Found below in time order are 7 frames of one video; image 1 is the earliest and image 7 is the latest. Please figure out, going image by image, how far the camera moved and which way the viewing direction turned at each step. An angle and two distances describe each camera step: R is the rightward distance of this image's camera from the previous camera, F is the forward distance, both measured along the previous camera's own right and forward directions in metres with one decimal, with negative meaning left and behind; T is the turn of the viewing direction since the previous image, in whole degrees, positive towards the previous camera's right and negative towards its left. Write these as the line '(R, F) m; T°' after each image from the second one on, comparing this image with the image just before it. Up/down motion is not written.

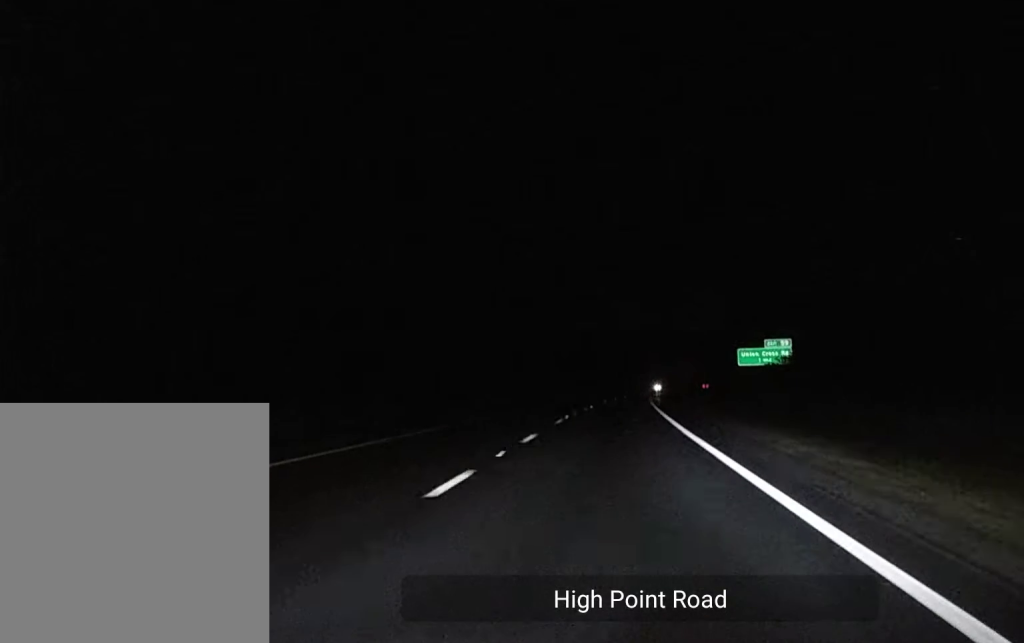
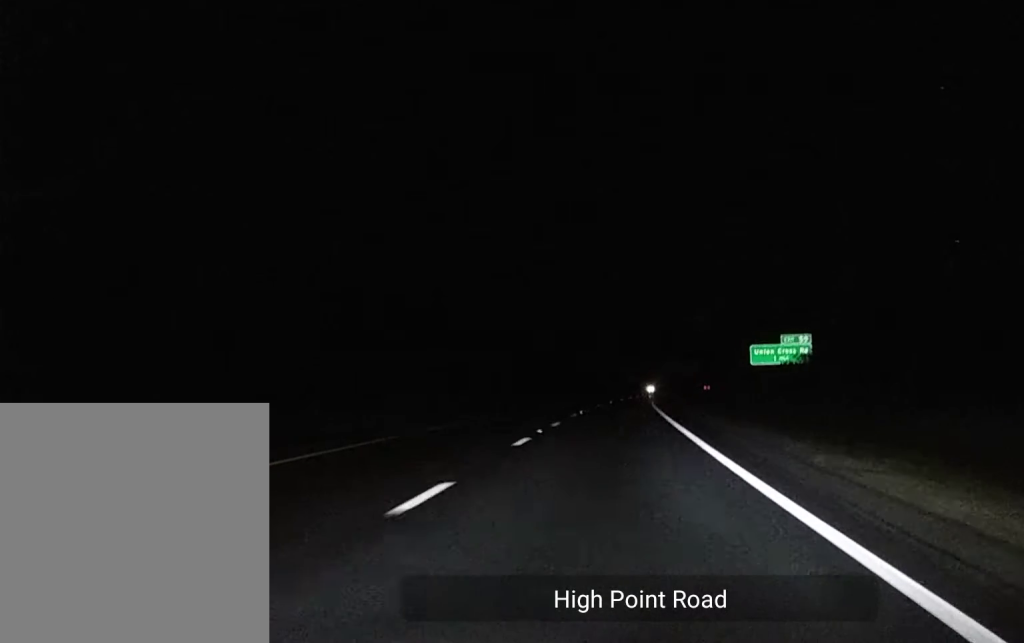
(0.0, +11.4) m; 0°
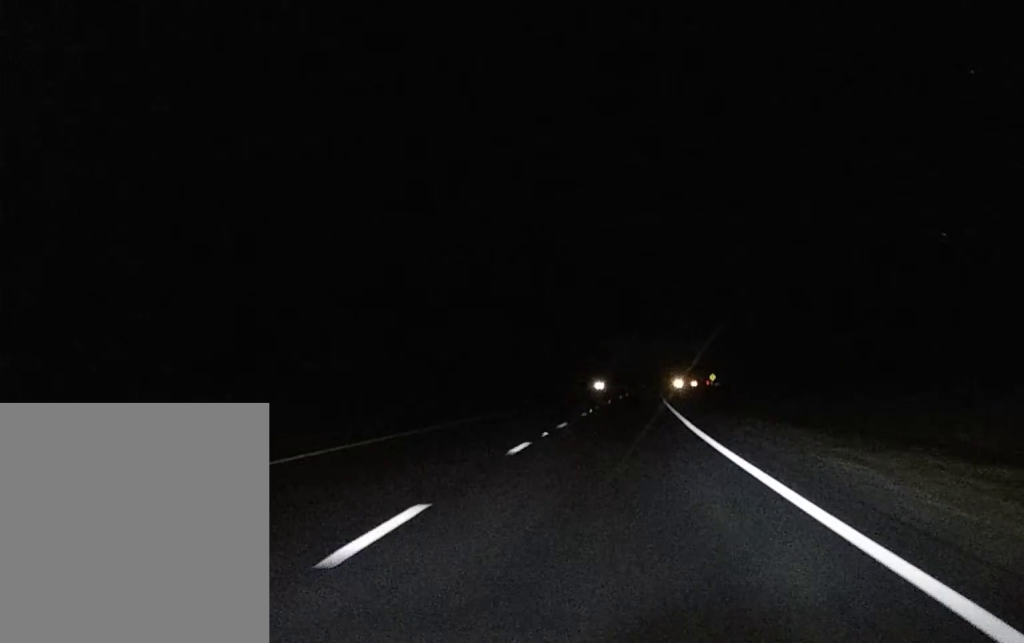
(+0.6, +86.6) m; +1°
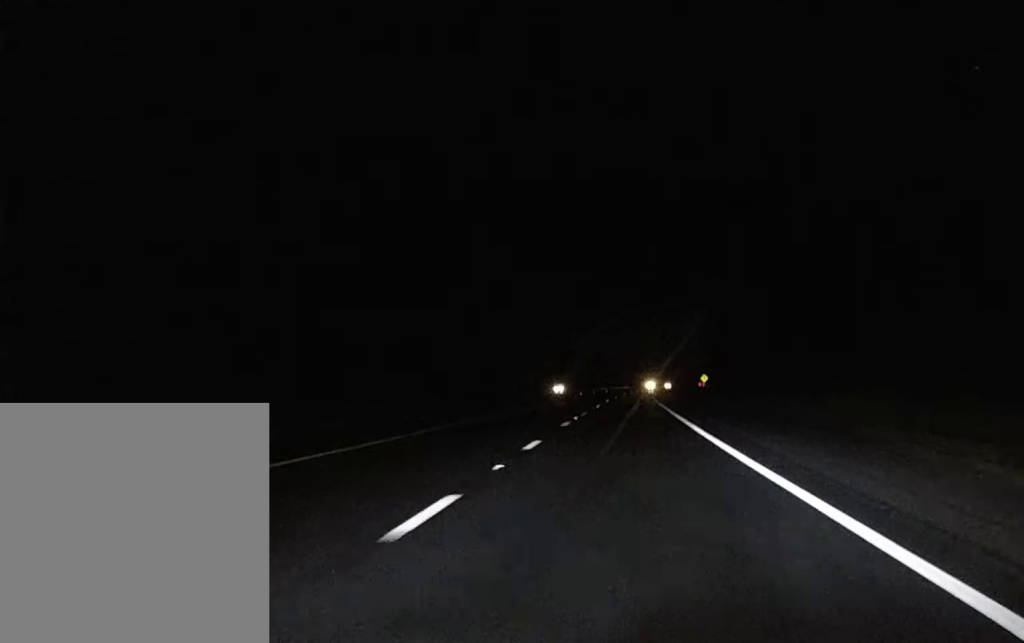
(+0.2, +42.2) m; +1°
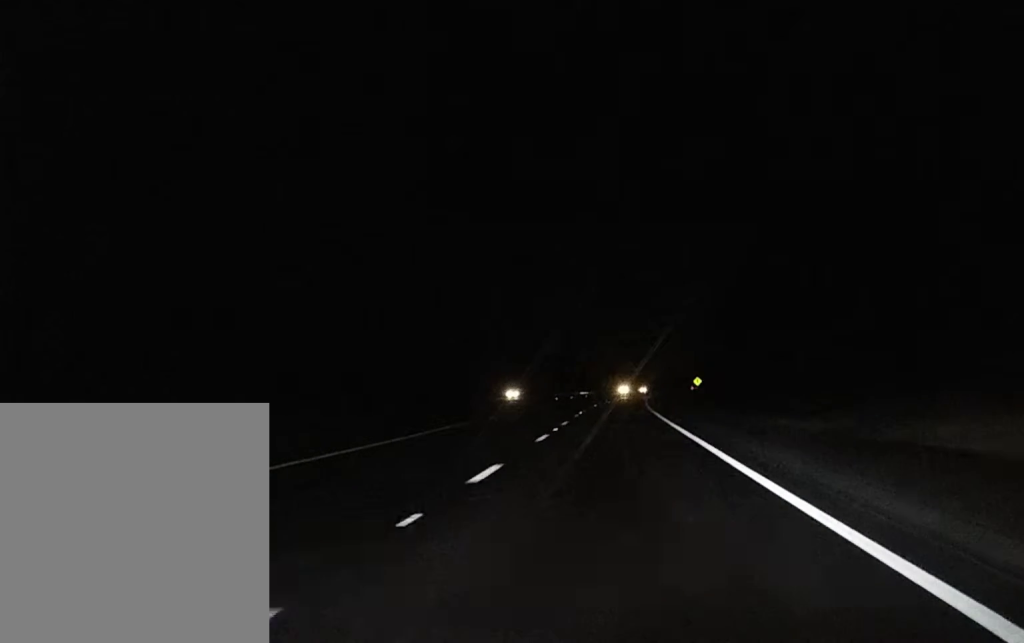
(+0.2, +35.1) m; +1°
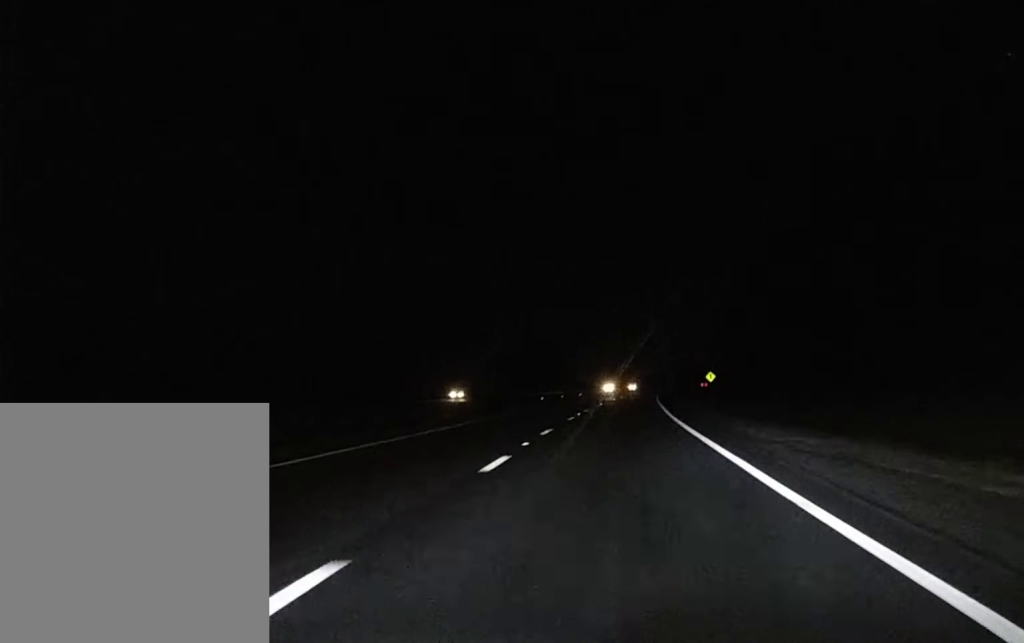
(+0.5, +36.4) m; +1°
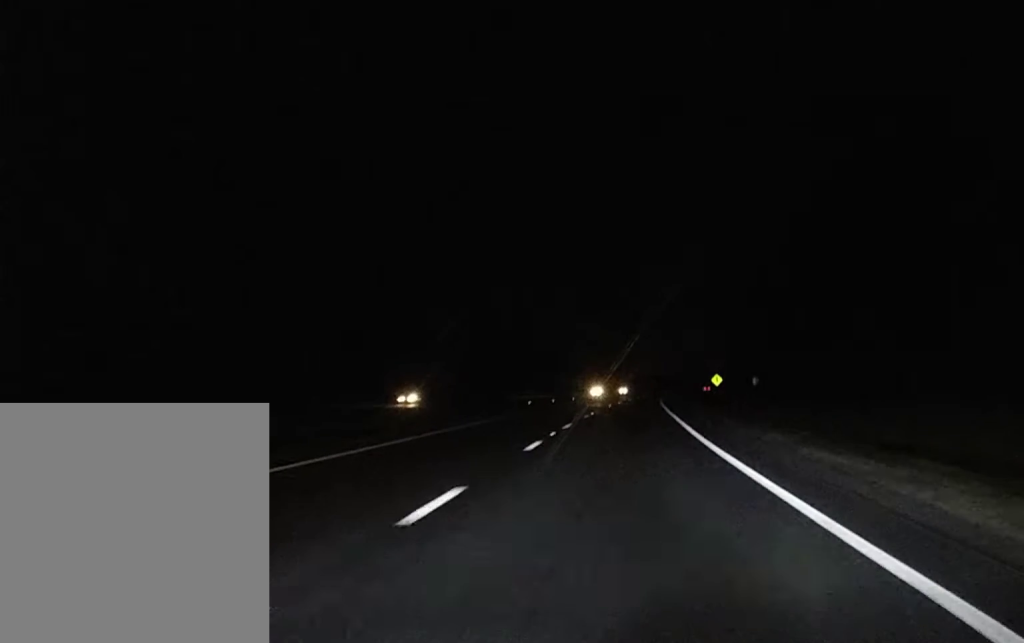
(0.0, +19.8) m; 0°
